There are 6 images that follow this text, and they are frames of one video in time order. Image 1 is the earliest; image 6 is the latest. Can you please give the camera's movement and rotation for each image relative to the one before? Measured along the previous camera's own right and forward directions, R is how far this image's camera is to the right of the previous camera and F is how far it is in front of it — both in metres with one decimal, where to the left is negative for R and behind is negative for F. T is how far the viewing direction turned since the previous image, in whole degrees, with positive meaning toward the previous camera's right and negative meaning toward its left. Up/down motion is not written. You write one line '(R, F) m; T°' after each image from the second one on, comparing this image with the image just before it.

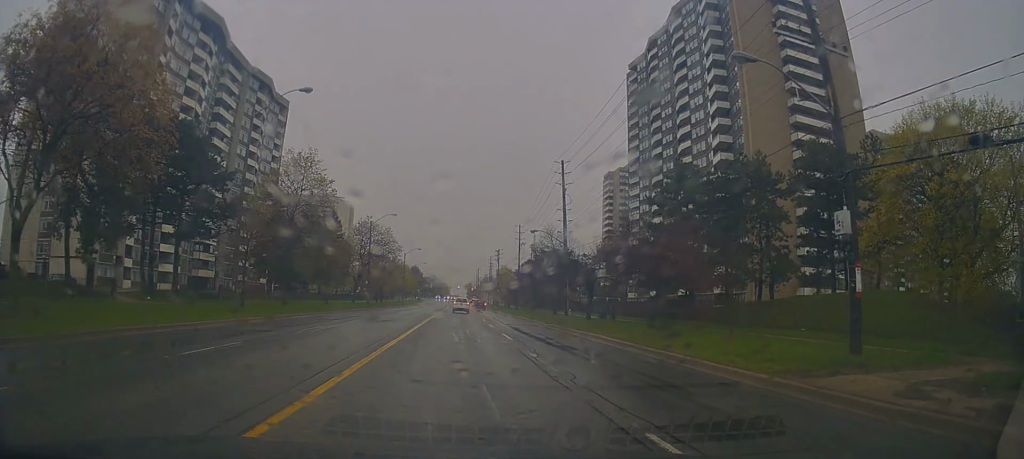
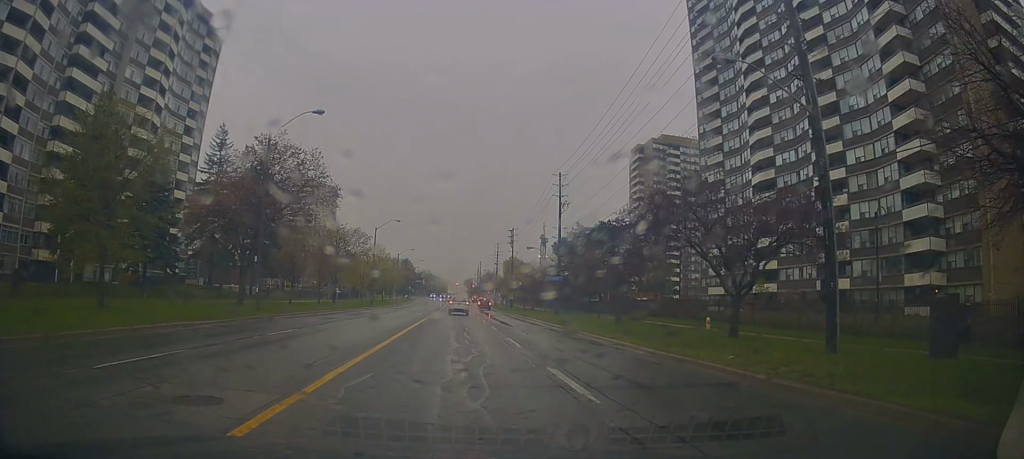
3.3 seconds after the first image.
(+0.1, +39.2) m; +3°
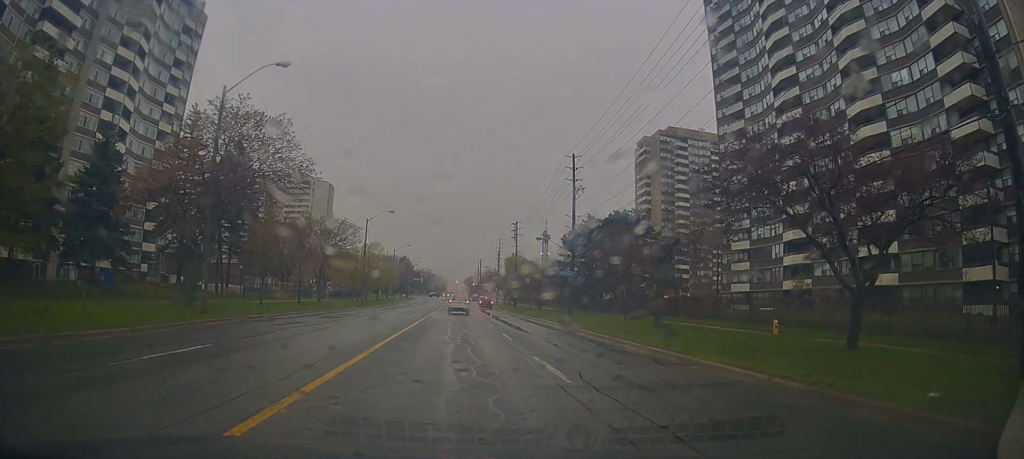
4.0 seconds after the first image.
(+0.1, +7.1) m; -2°
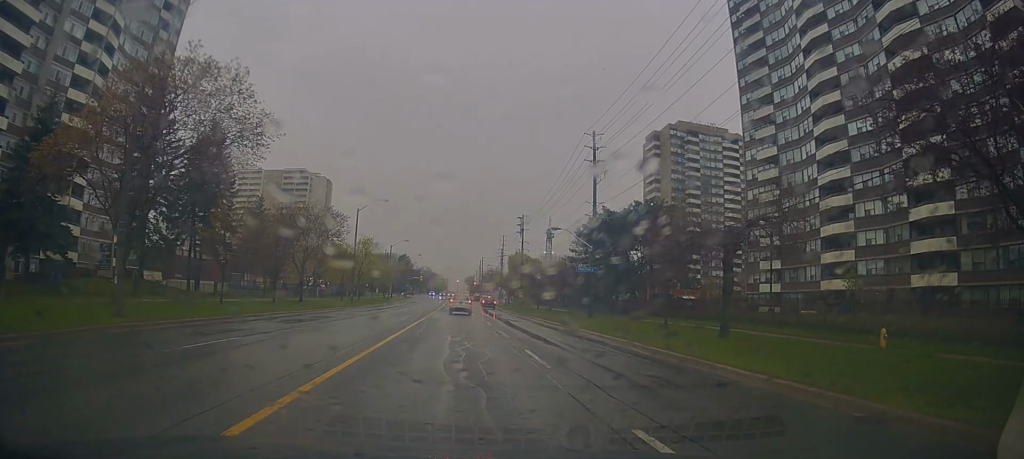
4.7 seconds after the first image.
(0.0, +7.2) m; -2°
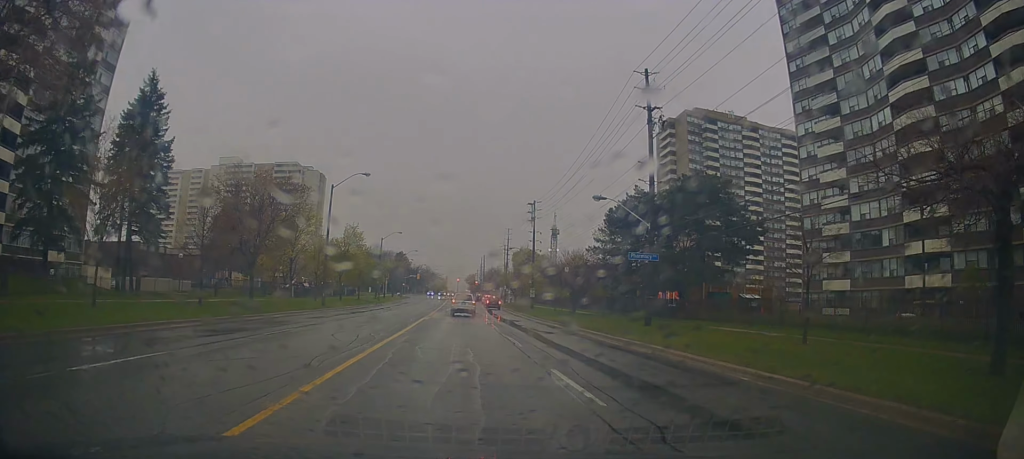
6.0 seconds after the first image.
(-0.3, +13.0) m; +2°
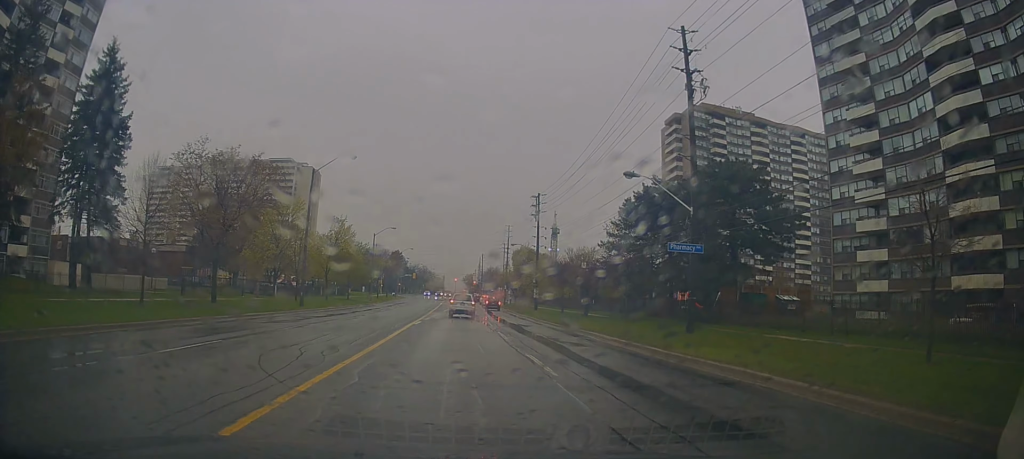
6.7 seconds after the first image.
(+0.2, +5.8) m; +2°
